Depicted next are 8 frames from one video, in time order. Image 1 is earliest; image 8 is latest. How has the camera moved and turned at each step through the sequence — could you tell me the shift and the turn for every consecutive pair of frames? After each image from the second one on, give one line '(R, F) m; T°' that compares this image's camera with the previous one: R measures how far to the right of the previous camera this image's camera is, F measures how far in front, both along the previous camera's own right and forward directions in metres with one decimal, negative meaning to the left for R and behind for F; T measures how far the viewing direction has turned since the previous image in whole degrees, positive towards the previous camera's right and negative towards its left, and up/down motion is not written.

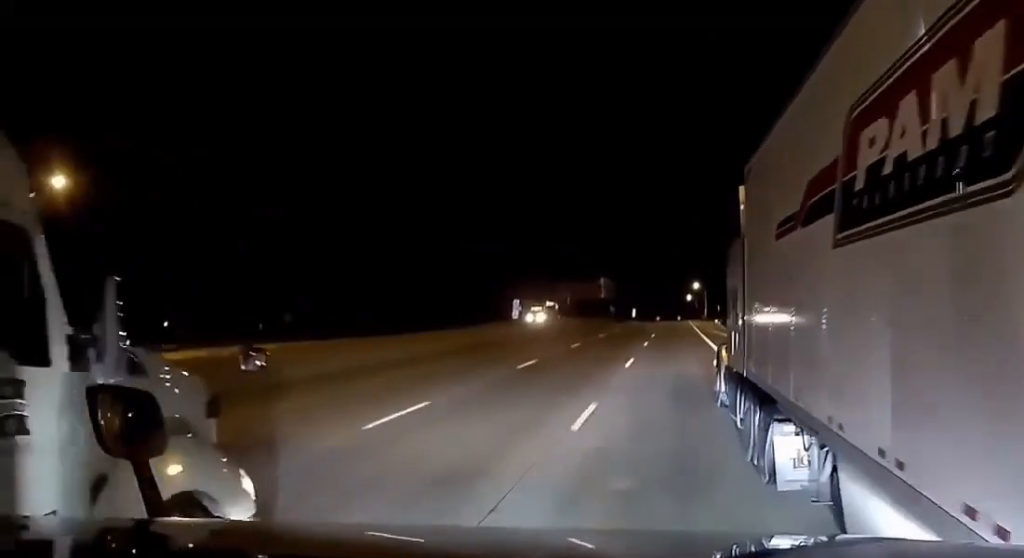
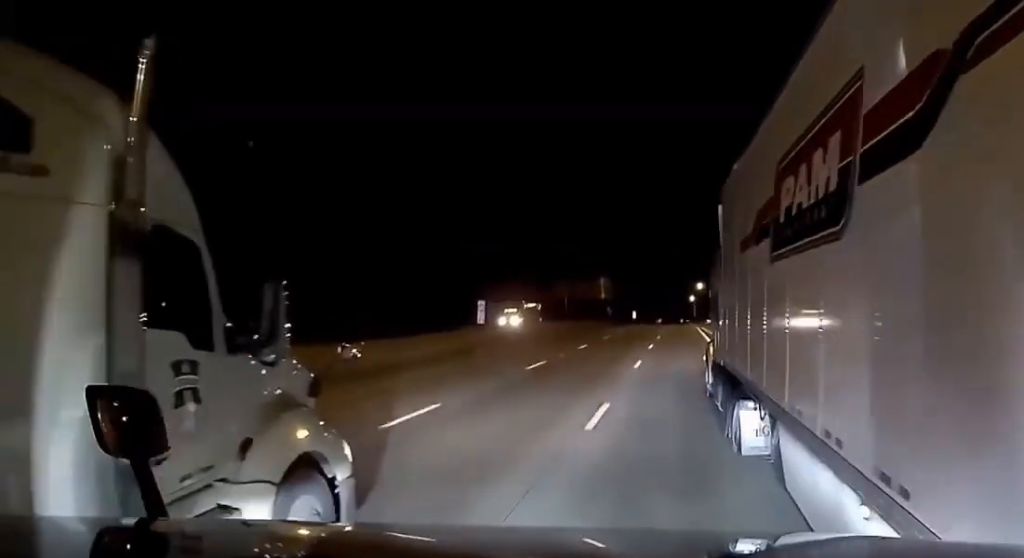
(-0.1, +12.1) m; +1°
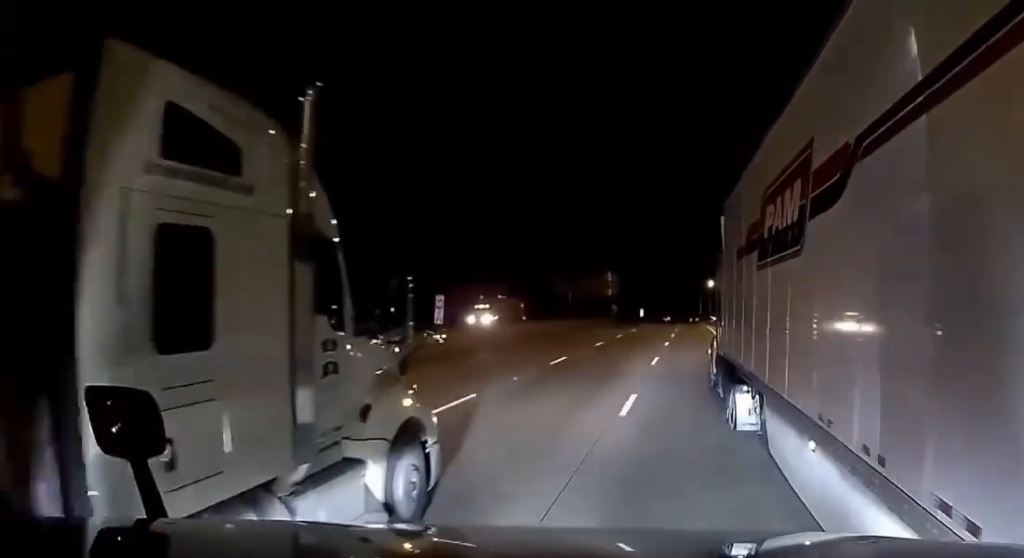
(0.0, +11.0) m; +1°
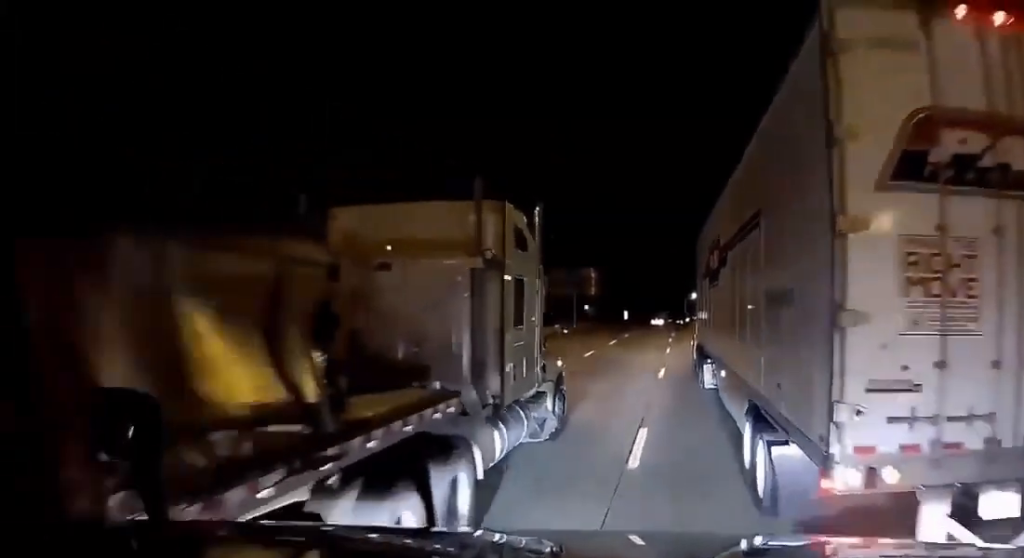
(+0.7, +28.1) m; +1°
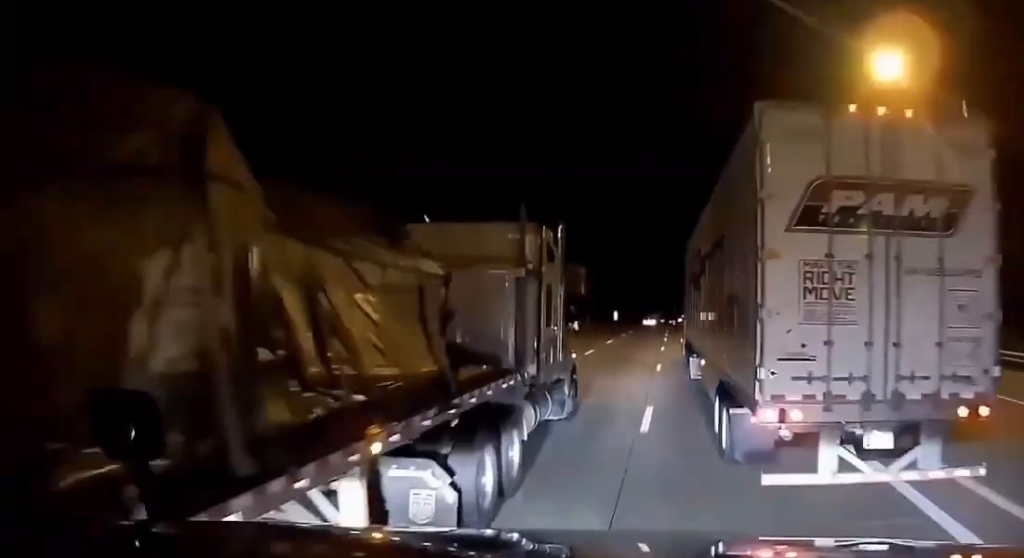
(0.0, +10.5) m; 0°
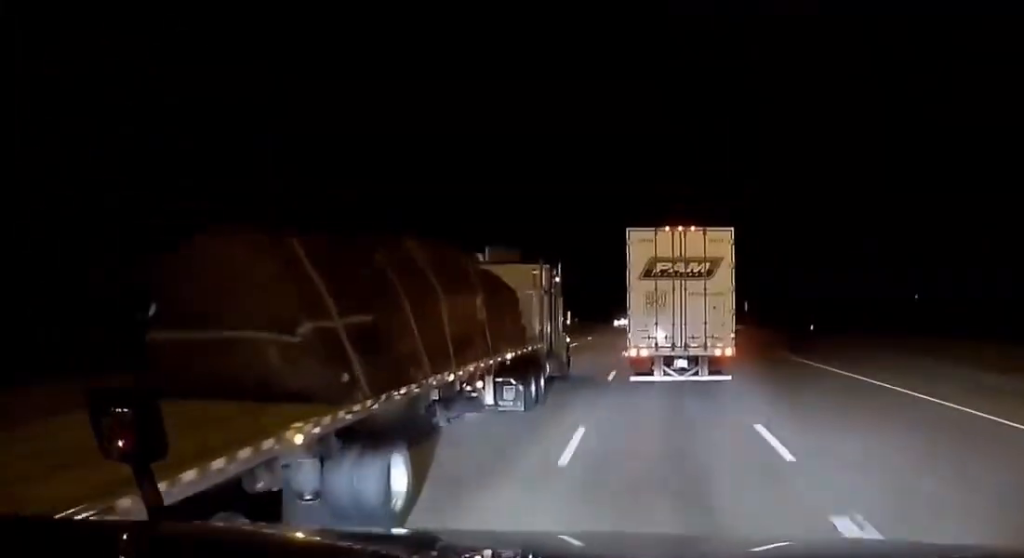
(0.0, +39.8) m; 0°
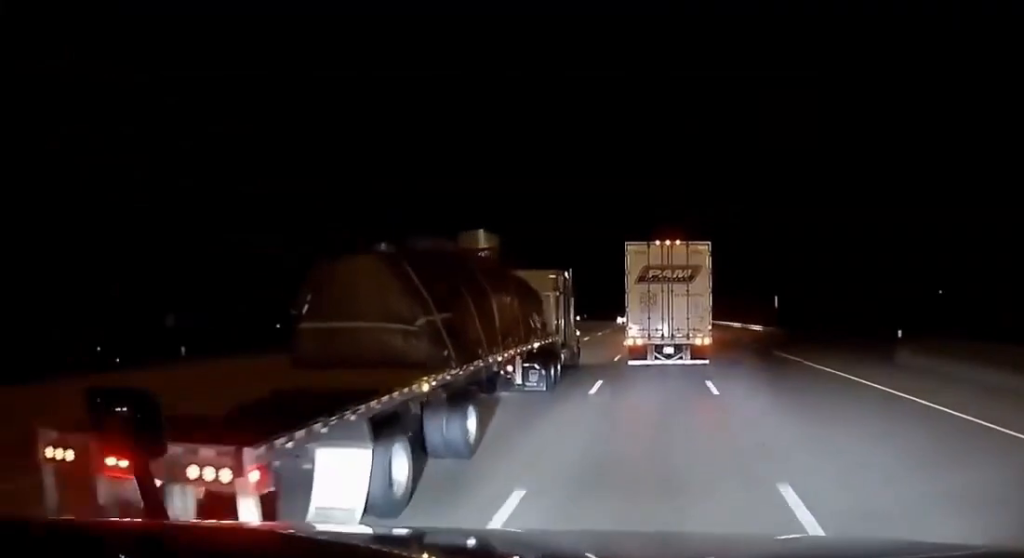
(0.0, +16.8) m; 0°
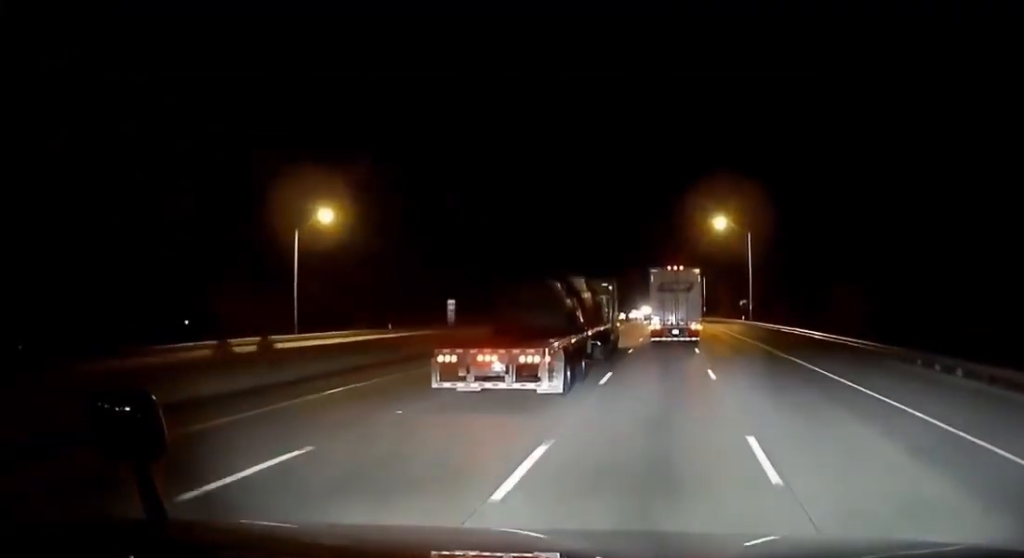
(-0.1, +53.5) m; -1°
